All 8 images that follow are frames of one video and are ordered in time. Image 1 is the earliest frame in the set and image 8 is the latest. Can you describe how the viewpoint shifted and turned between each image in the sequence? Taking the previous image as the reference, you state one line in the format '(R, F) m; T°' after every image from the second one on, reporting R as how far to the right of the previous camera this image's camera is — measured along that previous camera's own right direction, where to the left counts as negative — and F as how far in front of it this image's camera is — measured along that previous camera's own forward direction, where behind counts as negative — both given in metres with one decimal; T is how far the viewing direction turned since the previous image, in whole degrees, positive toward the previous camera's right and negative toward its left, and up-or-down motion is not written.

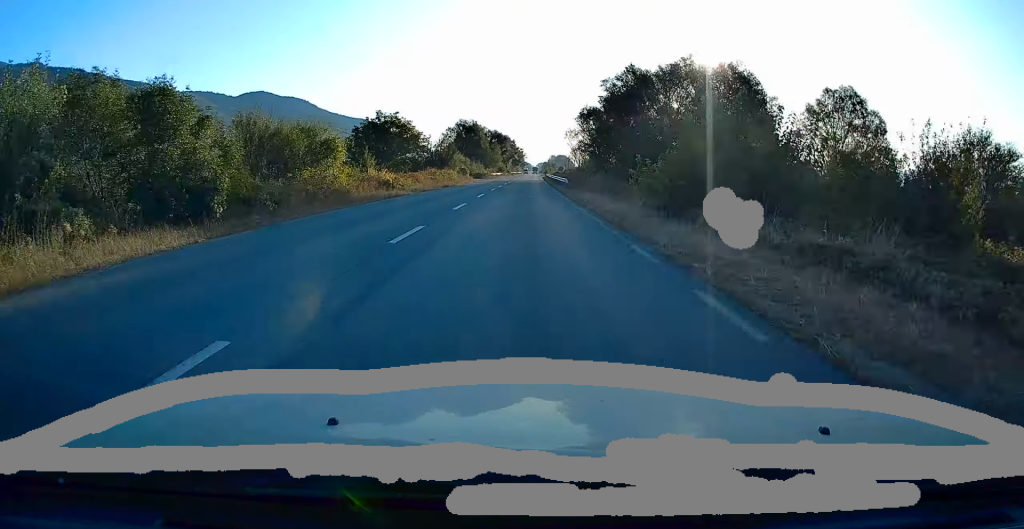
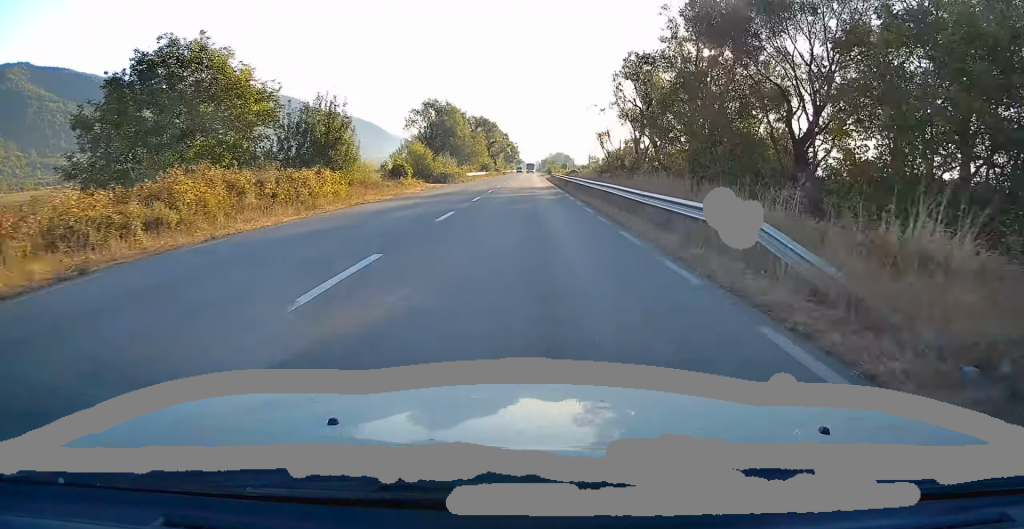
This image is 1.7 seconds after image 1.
(+0.6, +43.1) m; +1°
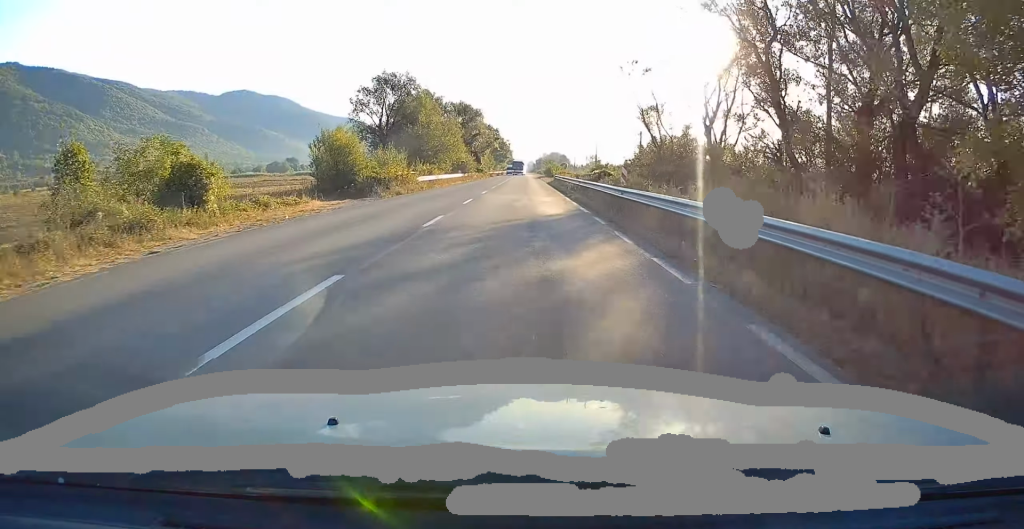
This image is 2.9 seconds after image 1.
(0.0, +28.4) m; 0°
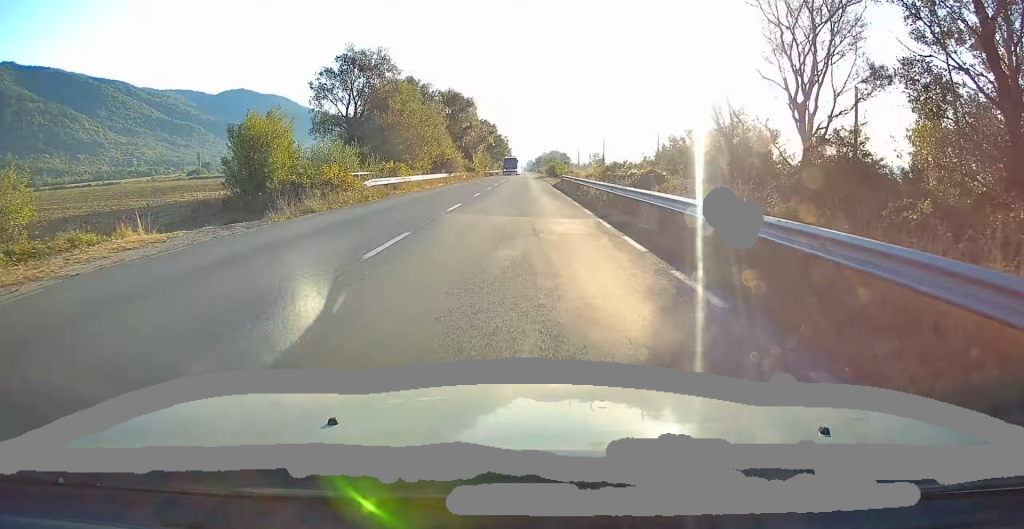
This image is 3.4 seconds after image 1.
(0.0, +13.7) m; 0°
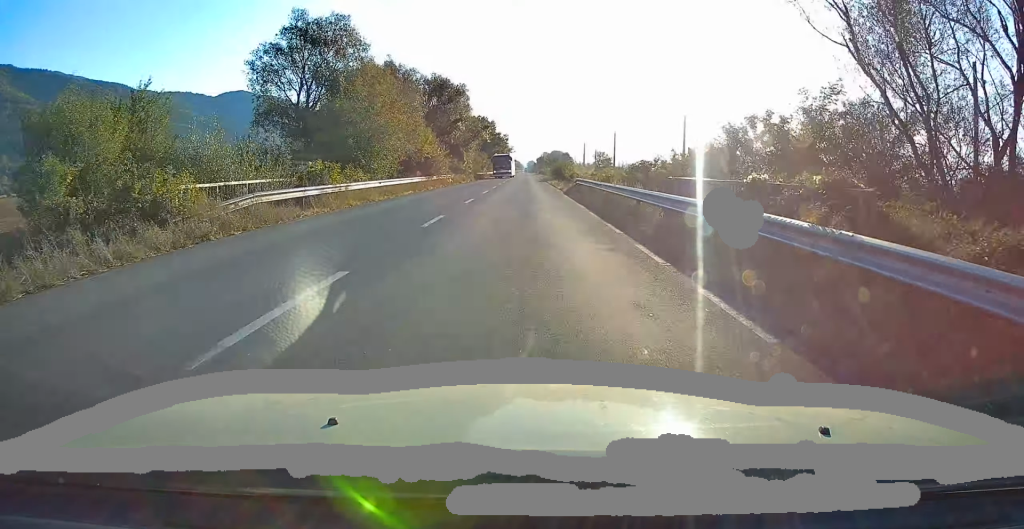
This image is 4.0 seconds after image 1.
(0.0, +13.5) m; 0°
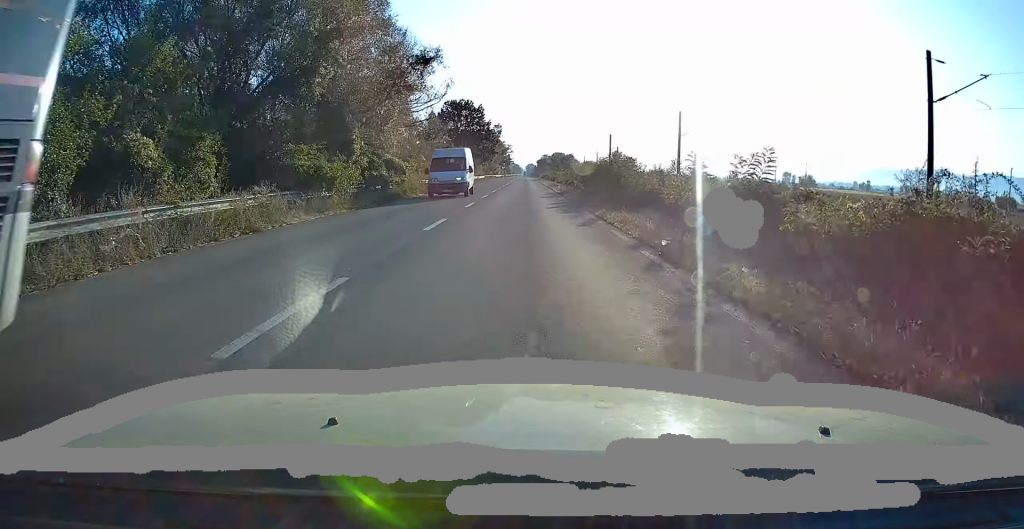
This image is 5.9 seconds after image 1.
(+0.5, +44.8) m; 0°
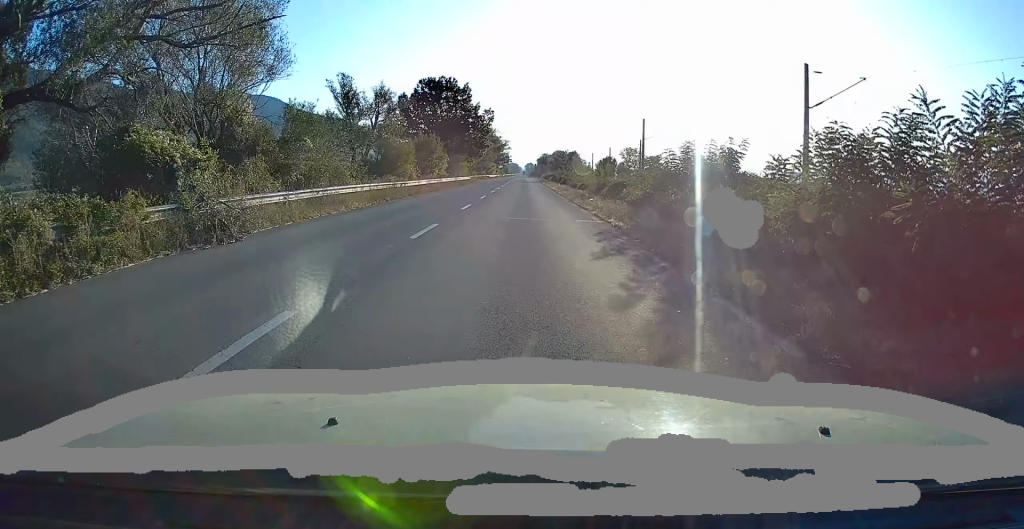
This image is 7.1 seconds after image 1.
(-0.3, +28.0) m; 0°
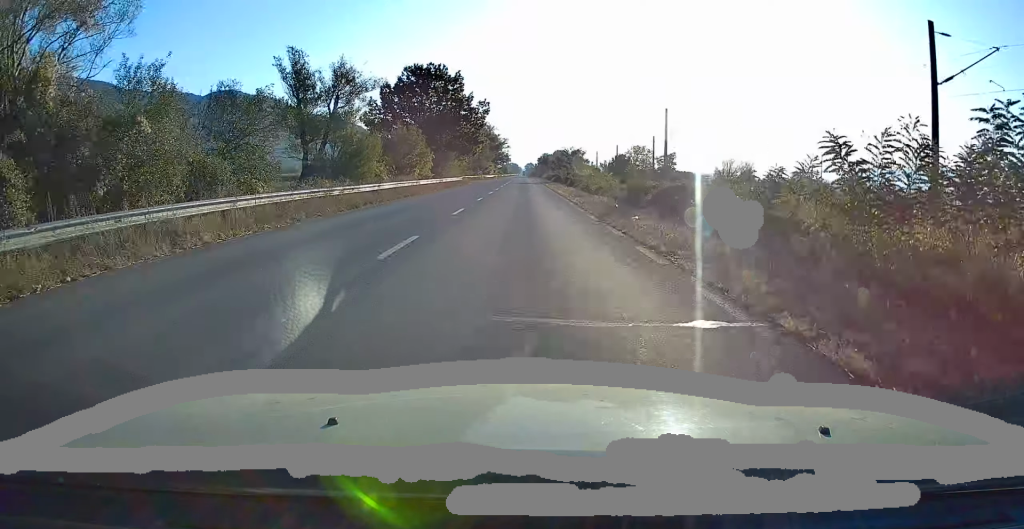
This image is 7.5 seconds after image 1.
(-0.1, +11.3) m; +1°
